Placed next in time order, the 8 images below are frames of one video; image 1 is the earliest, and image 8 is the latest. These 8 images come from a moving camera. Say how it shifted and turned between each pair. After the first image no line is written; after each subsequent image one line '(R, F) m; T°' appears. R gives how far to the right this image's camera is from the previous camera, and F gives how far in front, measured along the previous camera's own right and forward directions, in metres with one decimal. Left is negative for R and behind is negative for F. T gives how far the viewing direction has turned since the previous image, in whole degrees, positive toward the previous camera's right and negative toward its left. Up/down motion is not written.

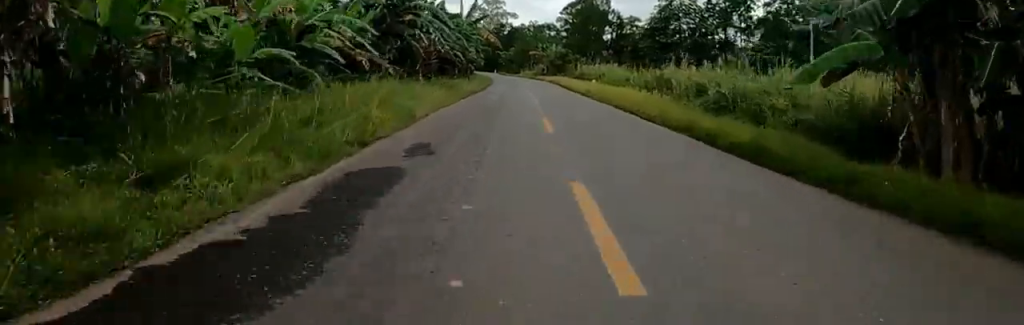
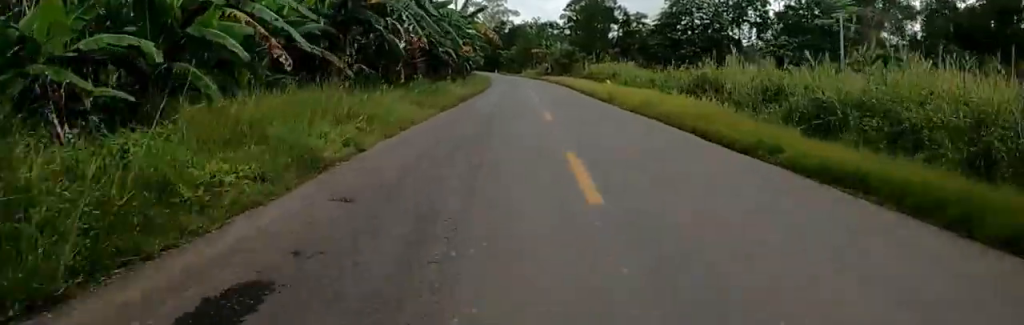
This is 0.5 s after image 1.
(+0.1, +6.0) m; -1°
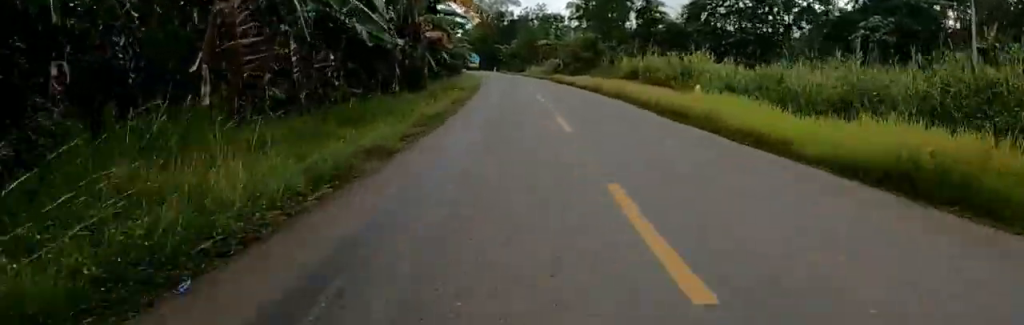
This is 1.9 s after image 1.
(-0.4, +18.8) m; -1°
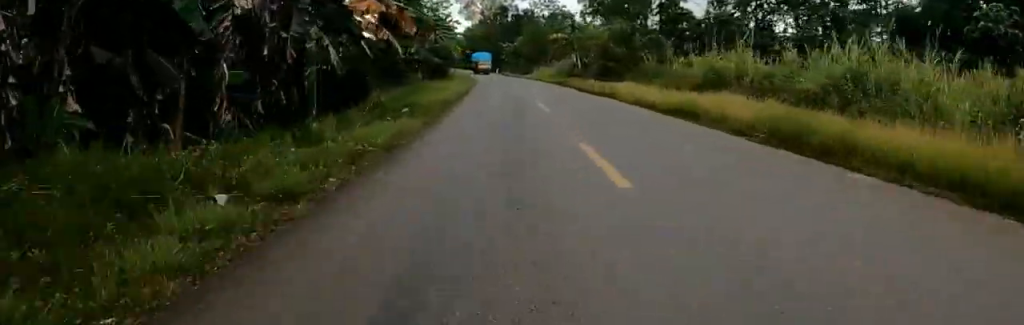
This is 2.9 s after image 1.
(0.0, +13.8) m; 0°
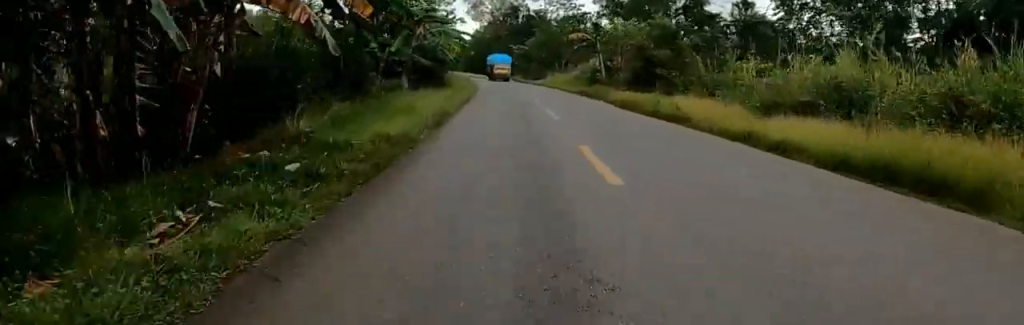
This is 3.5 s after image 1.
(0.0, +7.6) m; +1°
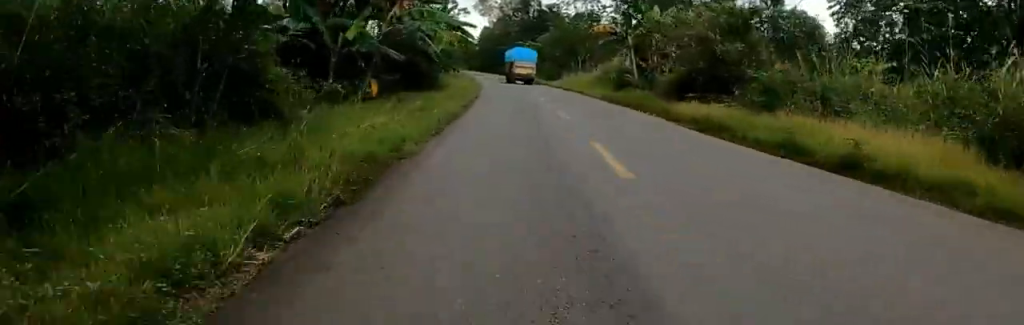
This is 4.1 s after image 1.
(0.0, +8.1) m; +3°
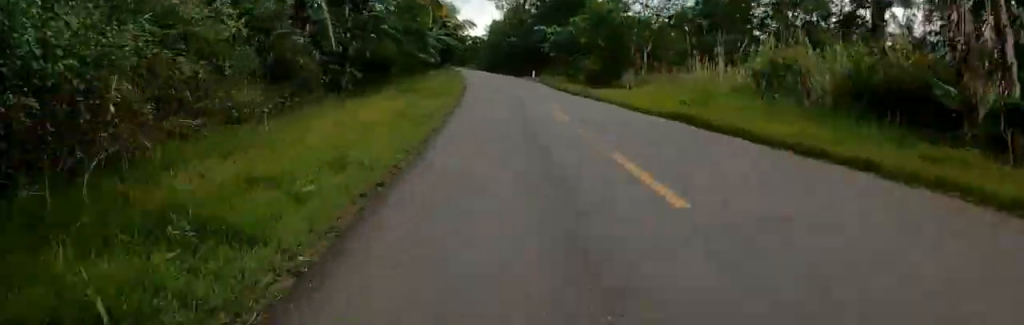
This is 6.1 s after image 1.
(+0.2, +26.3) m; -5°
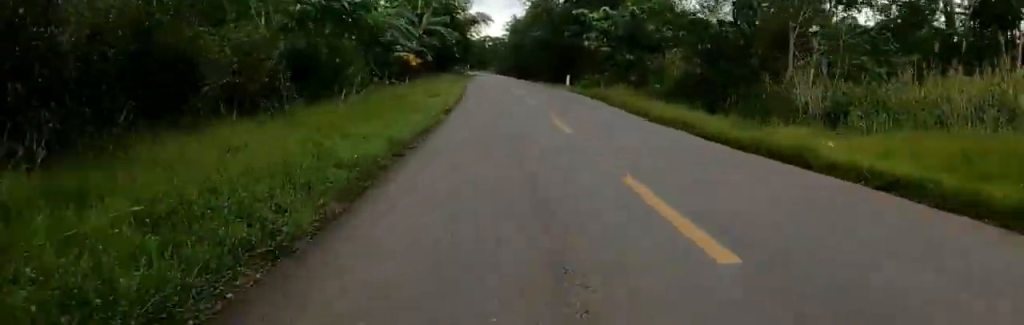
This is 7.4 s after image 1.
(-0.9, +17.1) m; -9°
